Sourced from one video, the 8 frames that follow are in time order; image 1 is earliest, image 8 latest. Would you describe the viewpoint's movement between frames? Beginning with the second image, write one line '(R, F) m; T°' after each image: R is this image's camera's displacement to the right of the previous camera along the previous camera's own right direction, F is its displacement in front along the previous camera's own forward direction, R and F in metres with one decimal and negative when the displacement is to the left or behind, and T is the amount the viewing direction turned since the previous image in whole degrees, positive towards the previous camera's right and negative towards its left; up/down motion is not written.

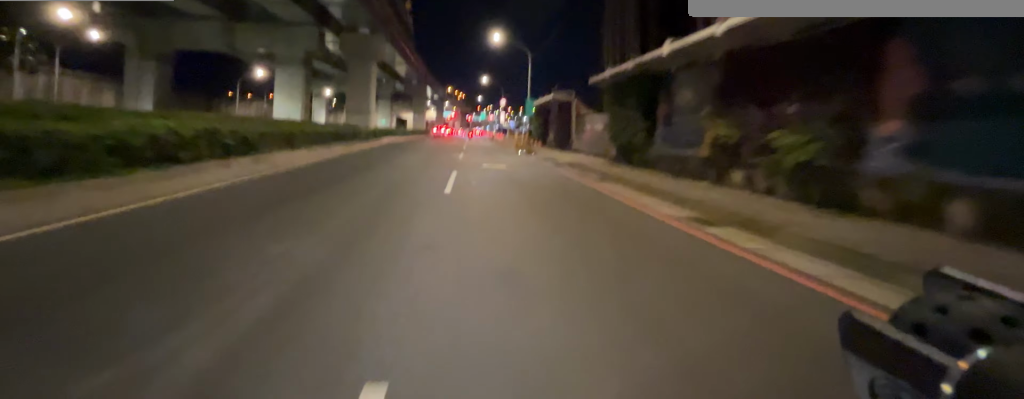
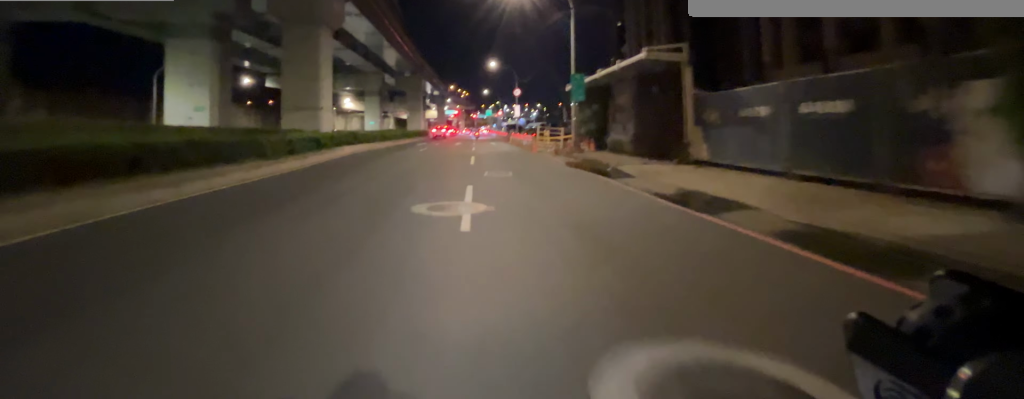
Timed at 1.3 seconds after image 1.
(-0.3, +12.3) m; -2°
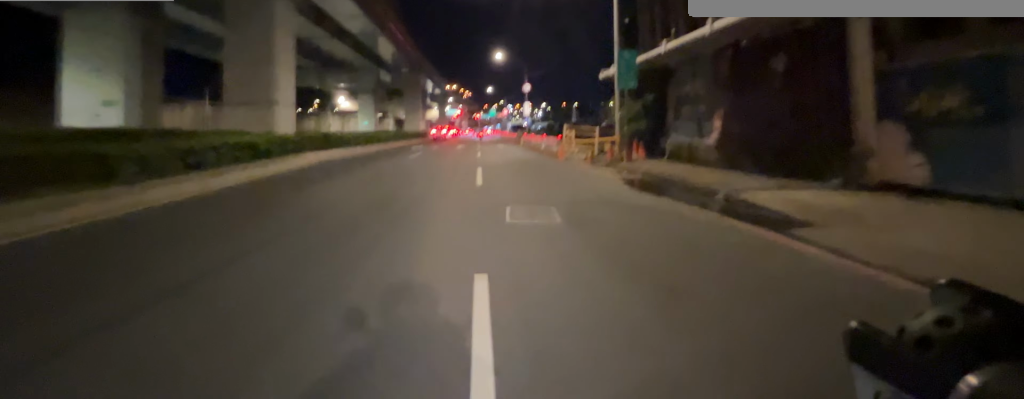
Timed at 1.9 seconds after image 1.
(0.0, +5.6) m; 0°
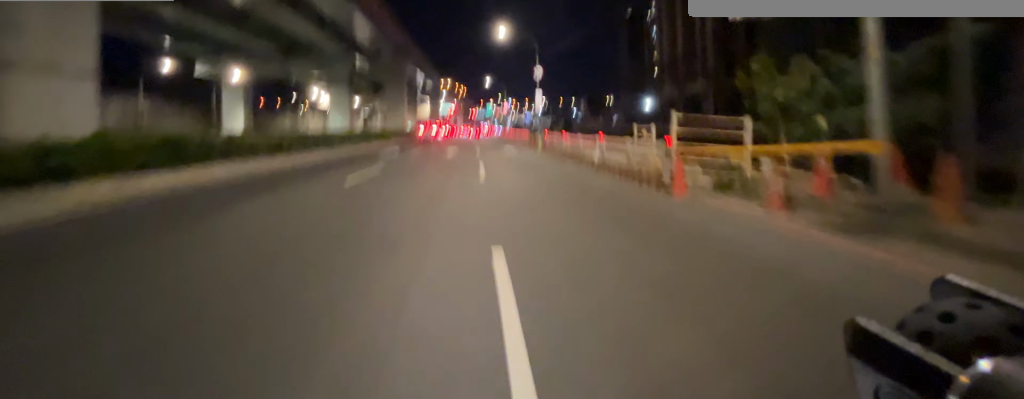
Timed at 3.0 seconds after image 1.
(0.0, +10.2) m; 0°
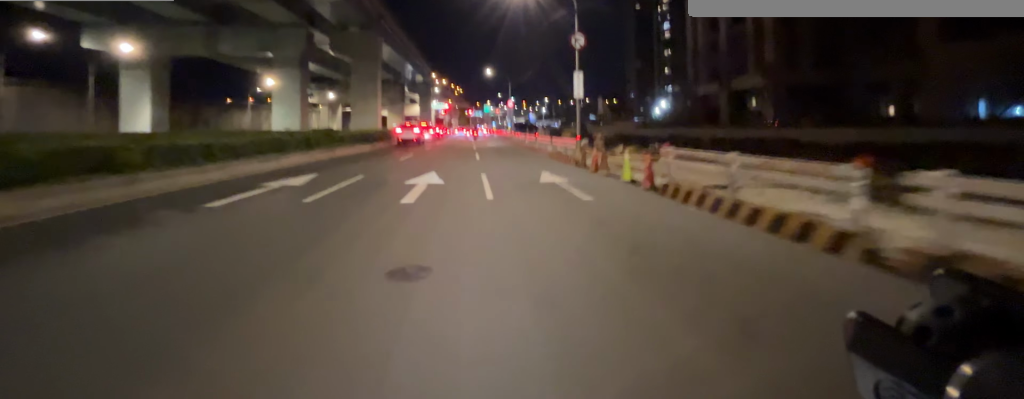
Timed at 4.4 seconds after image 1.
(0.0, +12.4) m; 0°
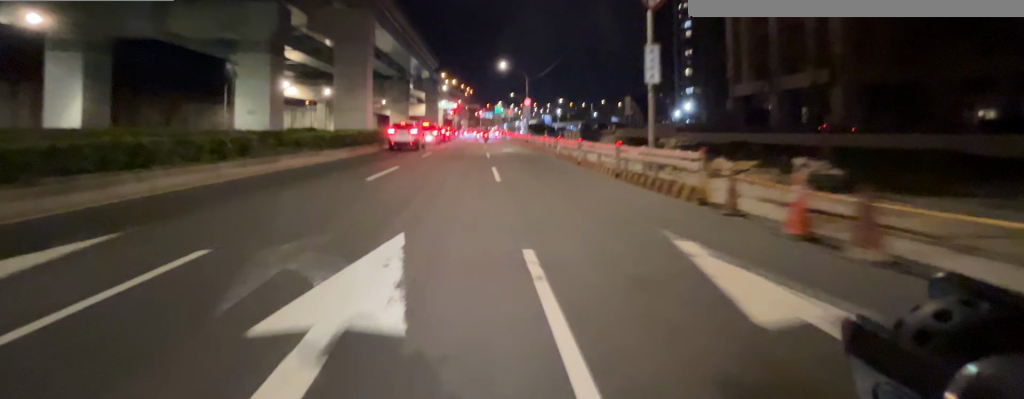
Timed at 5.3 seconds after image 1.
(0.0, +6.8) m; 0°
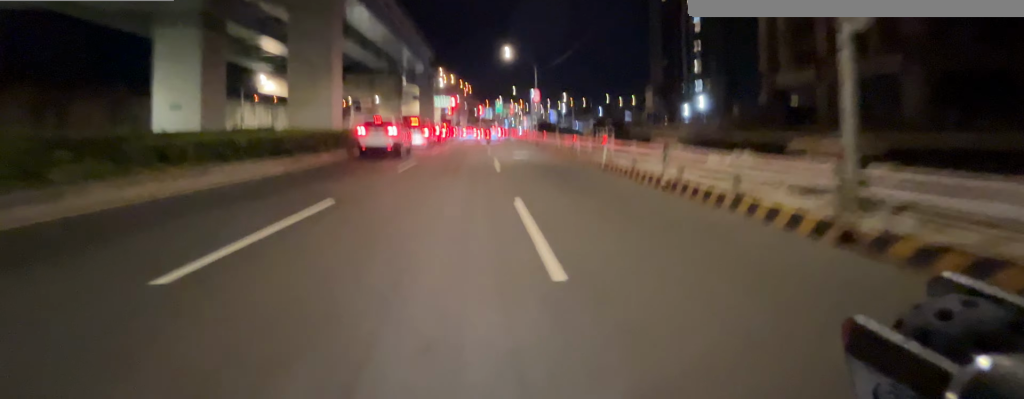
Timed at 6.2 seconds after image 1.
(0.0, +6.9) m; 0°
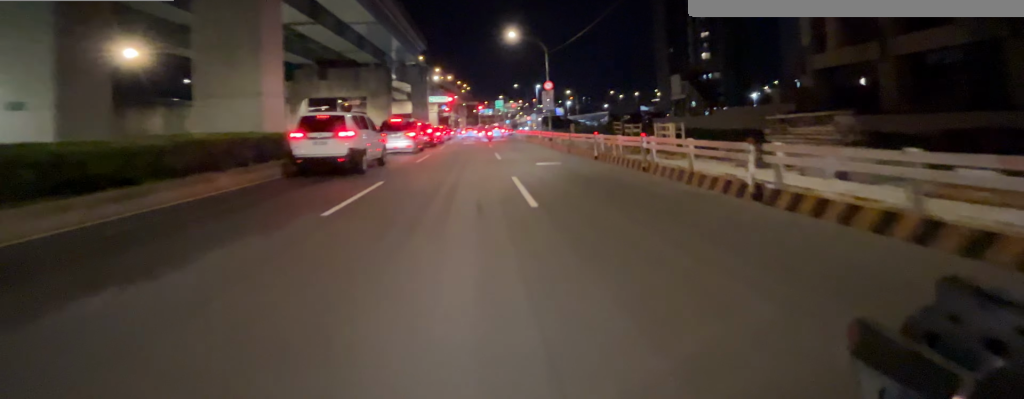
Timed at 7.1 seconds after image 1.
(0.0, +7.5) m; -2°
